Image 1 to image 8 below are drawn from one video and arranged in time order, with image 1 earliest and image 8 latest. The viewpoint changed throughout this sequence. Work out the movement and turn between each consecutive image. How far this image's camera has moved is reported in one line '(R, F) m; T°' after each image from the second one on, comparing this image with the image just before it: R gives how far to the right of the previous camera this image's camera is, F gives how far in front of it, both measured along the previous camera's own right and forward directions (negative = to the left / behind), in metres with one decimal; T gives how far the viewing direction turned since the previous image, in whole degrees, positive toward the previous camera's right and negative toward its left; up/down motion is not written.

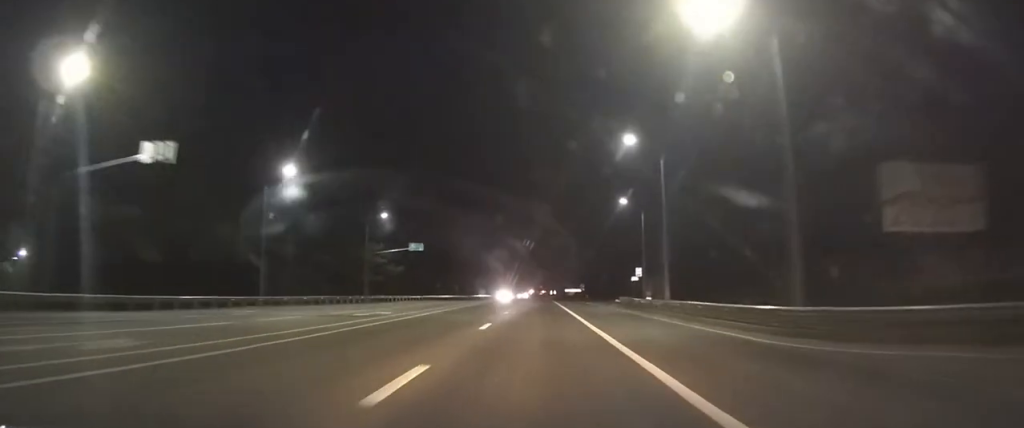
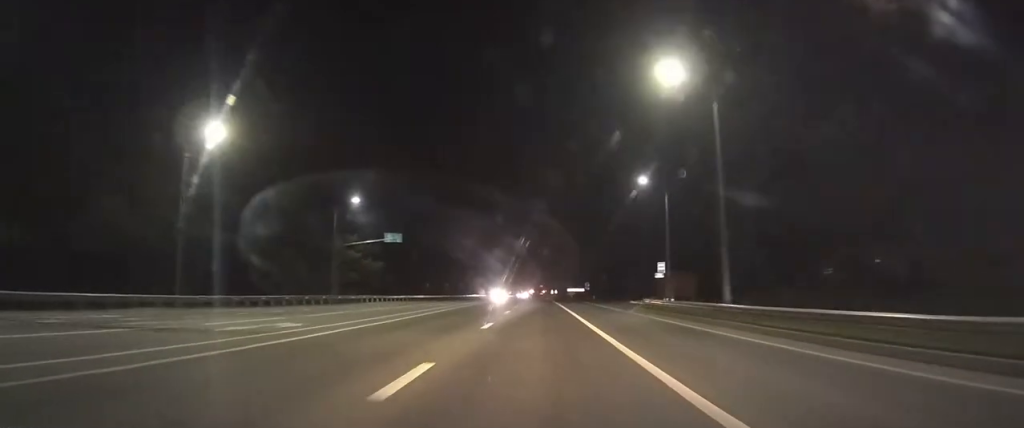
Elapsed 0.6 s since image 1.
(0.0, +11.5) m; 0°
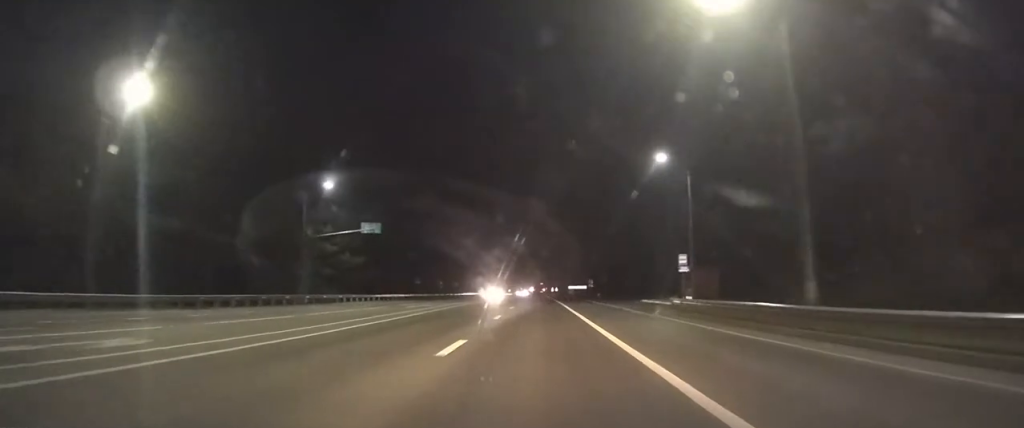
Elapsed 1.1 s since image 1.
(0.0, +7.9) m; 0°
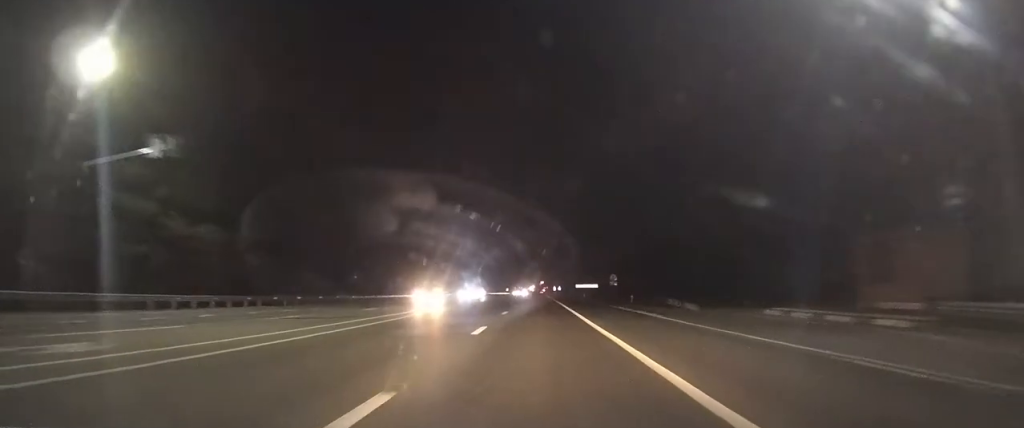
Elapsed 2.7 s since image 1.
(+0.1, +30.8) m; 0°
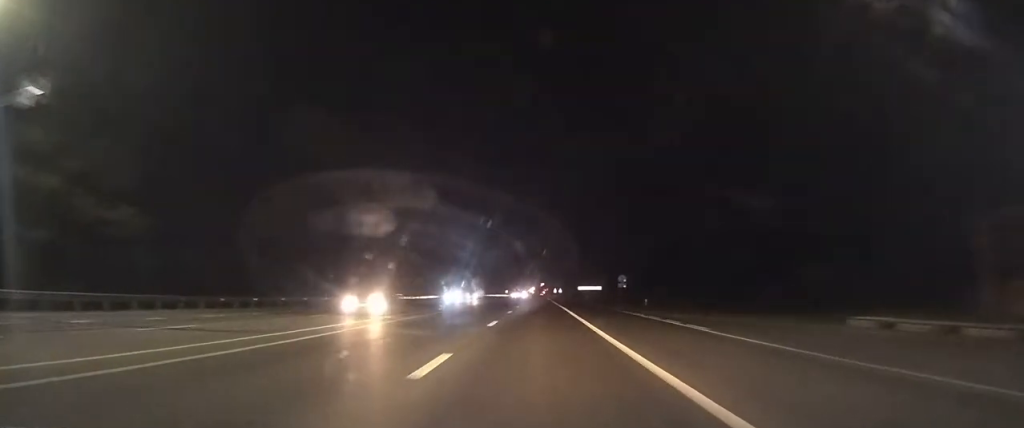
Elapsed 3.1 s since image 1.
(0.0, +7.4) m; 0°
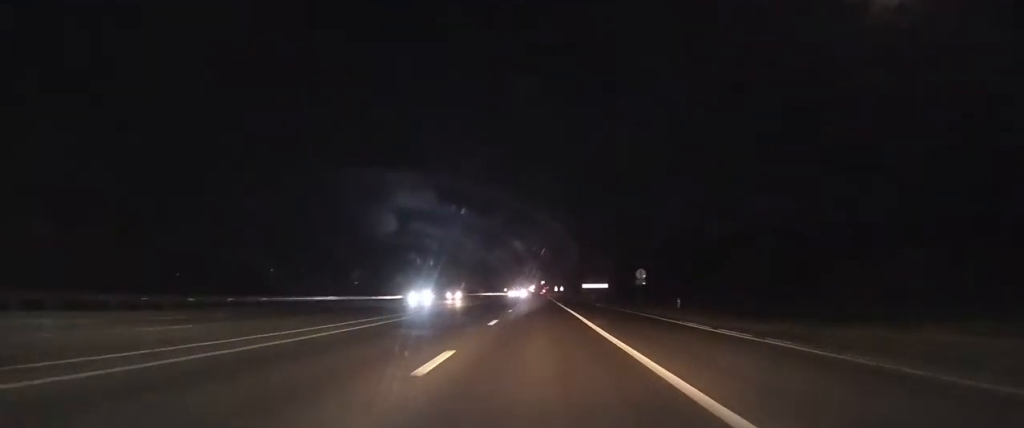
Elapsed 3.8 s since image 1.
(0.0, +11.8) m; 0°
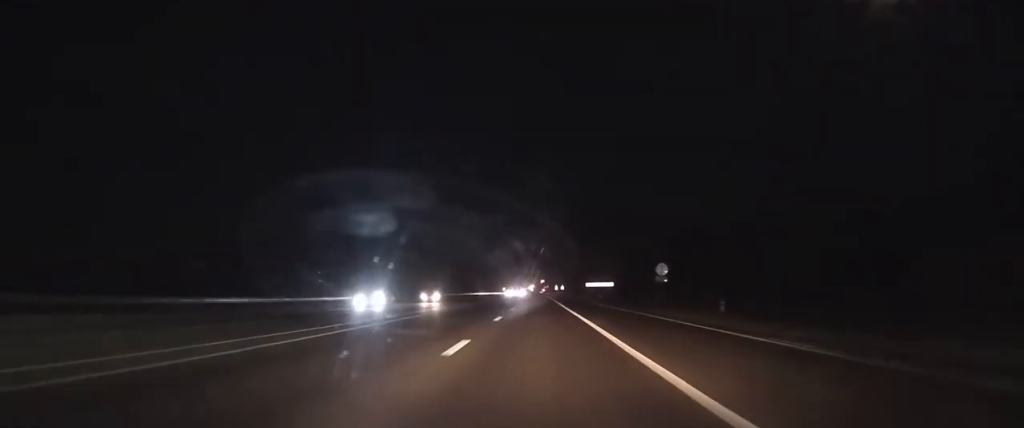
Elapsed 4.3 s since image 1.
(0.0, +9.4) m; 0°
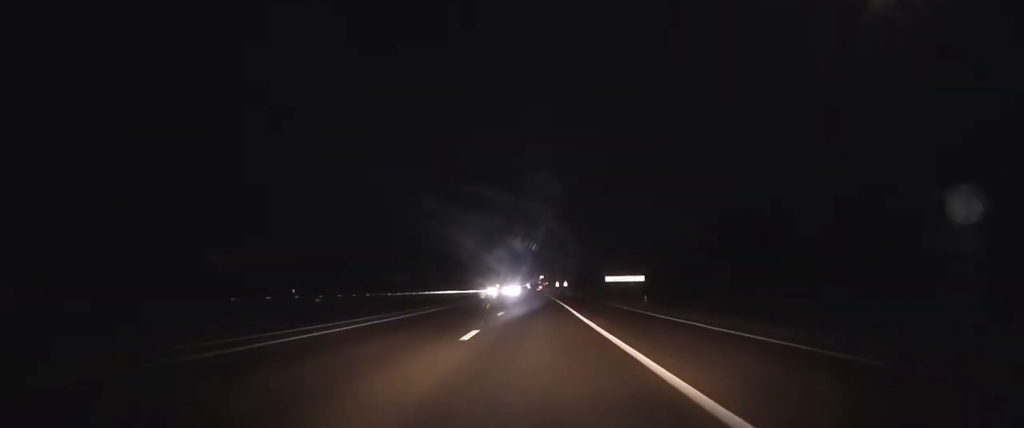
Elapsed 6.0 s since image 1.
(0.0, +33.3) m; 0°
